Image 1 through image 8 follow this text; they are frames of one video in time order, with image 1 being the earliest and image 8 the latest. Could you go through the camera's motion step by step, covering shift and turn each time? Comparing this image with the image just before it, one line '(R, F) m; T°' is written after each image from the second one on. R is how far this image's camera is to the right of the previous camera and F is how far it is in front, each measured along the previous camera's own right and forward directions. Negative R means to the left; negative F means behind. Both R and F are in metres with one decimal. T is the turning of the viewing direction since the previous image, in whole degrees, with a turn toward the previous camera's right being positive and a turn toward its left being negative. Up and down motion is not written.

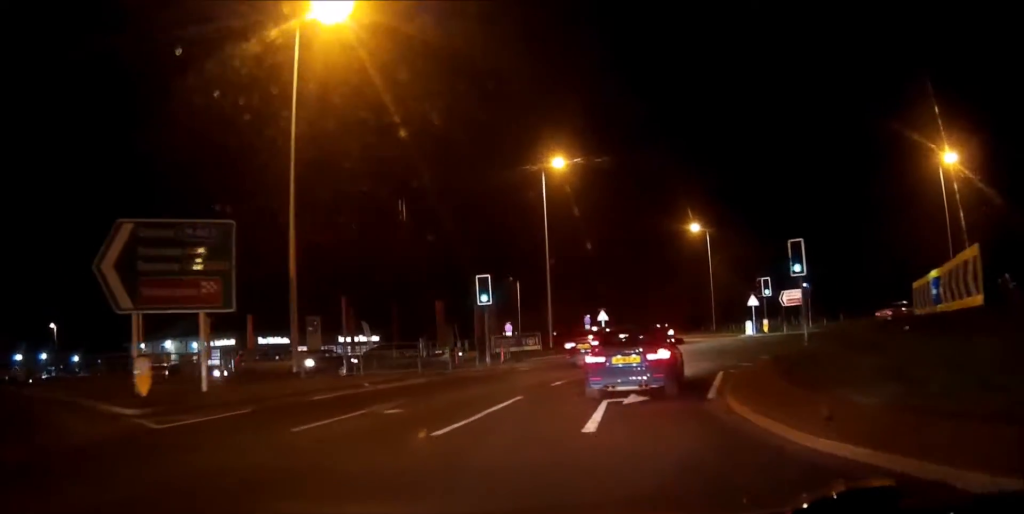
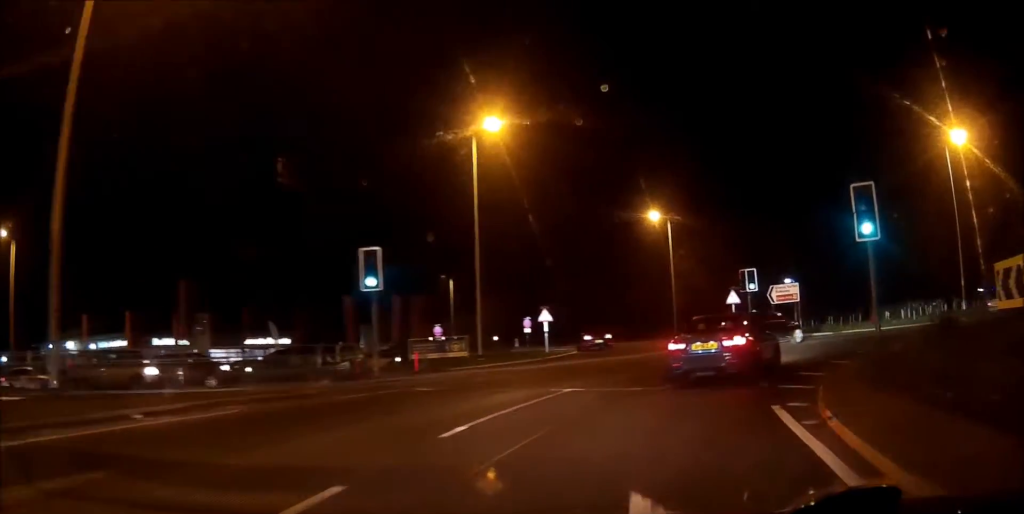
(+0.3, +10.2) m; +4°
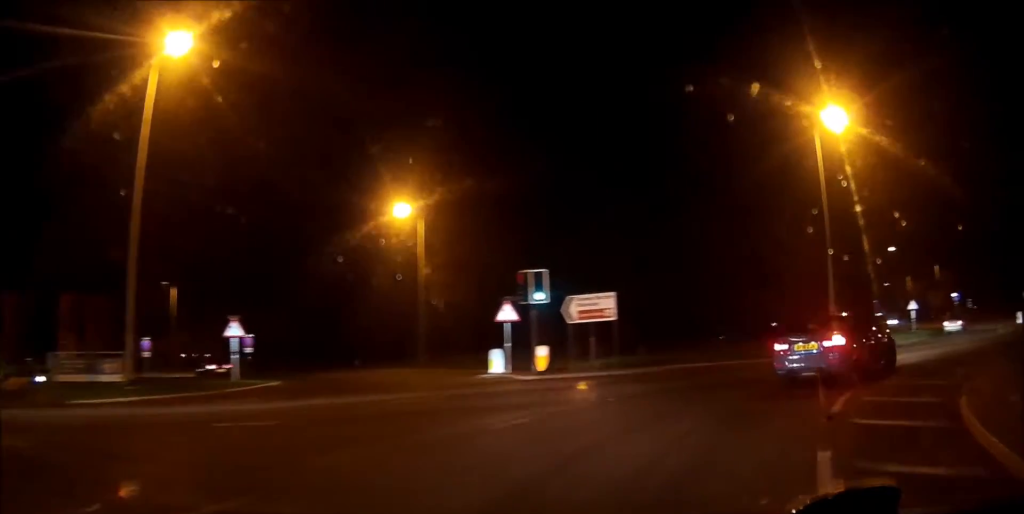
(+0.9, +13.6) m; +12°
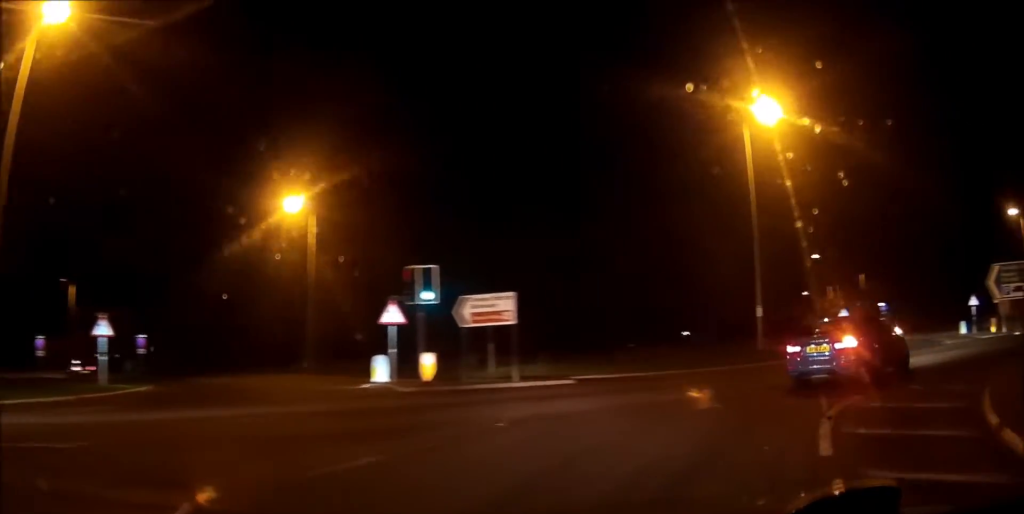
(-0.1, +3.3) m; +6°
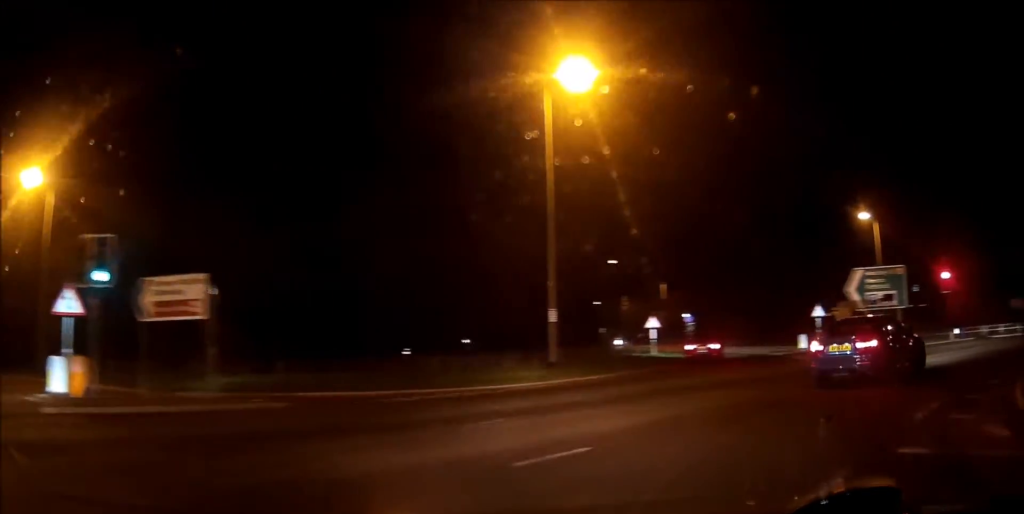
(+1.0, +6.8) m; +17°
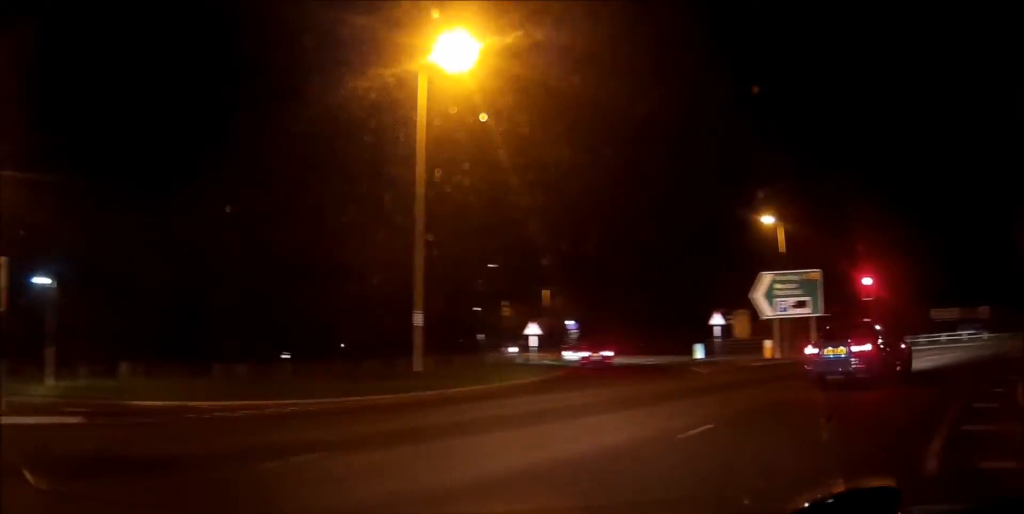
(+0.4, +3.2) m; +9°
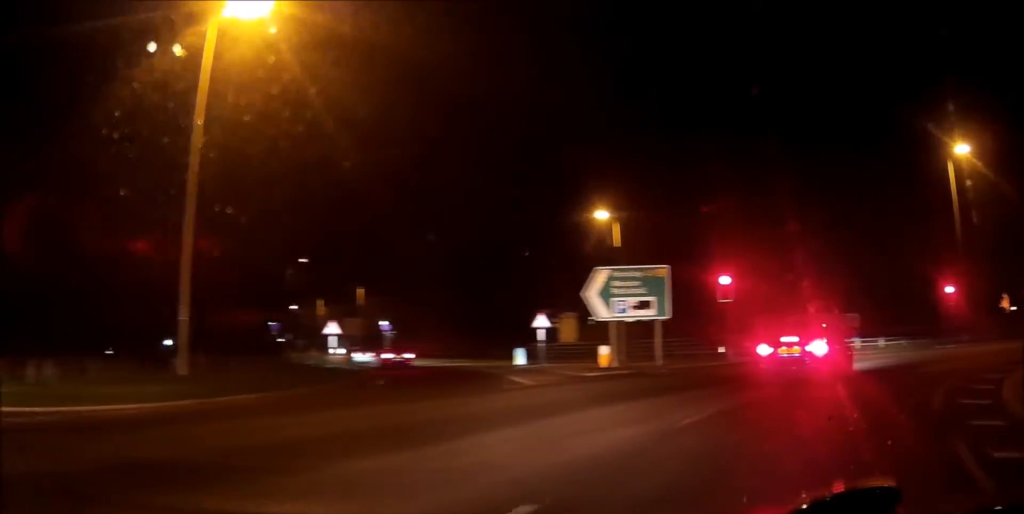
(+0.4, +4.8) m; +14°
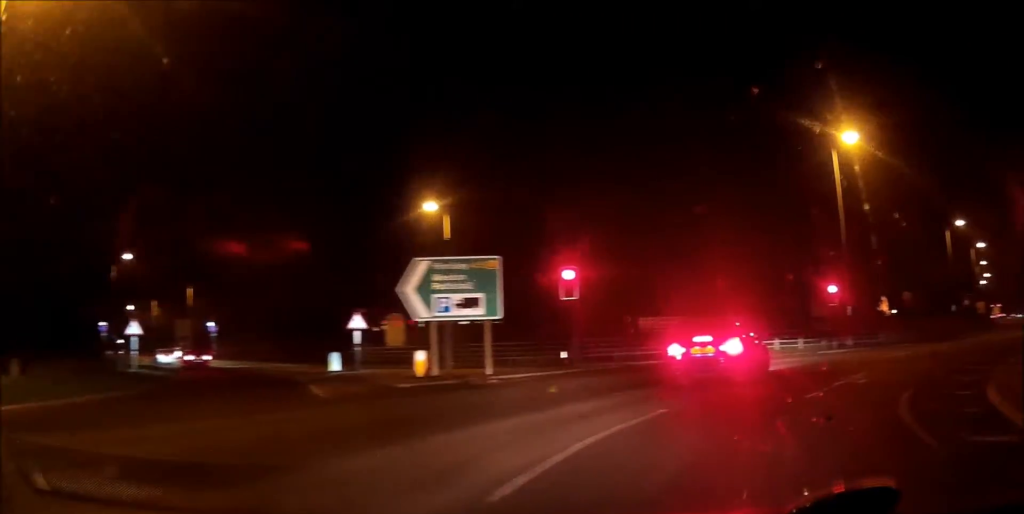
(+0.8, +4.6) m; +13°
